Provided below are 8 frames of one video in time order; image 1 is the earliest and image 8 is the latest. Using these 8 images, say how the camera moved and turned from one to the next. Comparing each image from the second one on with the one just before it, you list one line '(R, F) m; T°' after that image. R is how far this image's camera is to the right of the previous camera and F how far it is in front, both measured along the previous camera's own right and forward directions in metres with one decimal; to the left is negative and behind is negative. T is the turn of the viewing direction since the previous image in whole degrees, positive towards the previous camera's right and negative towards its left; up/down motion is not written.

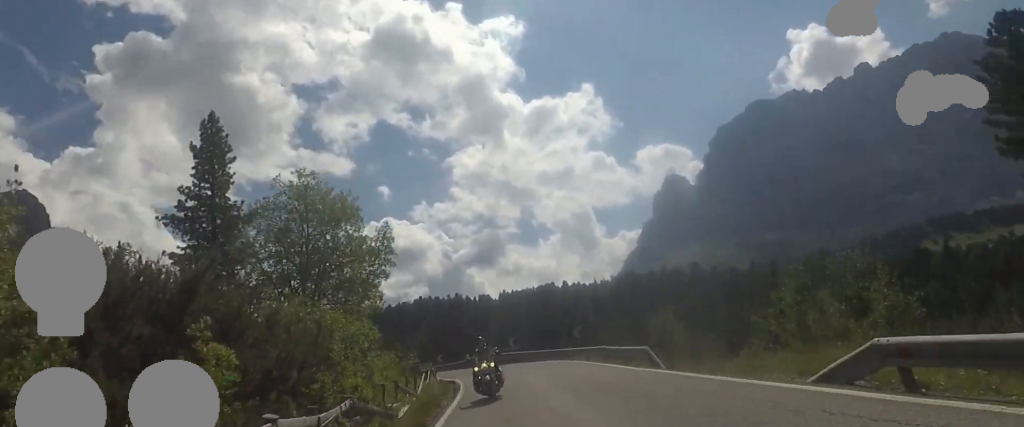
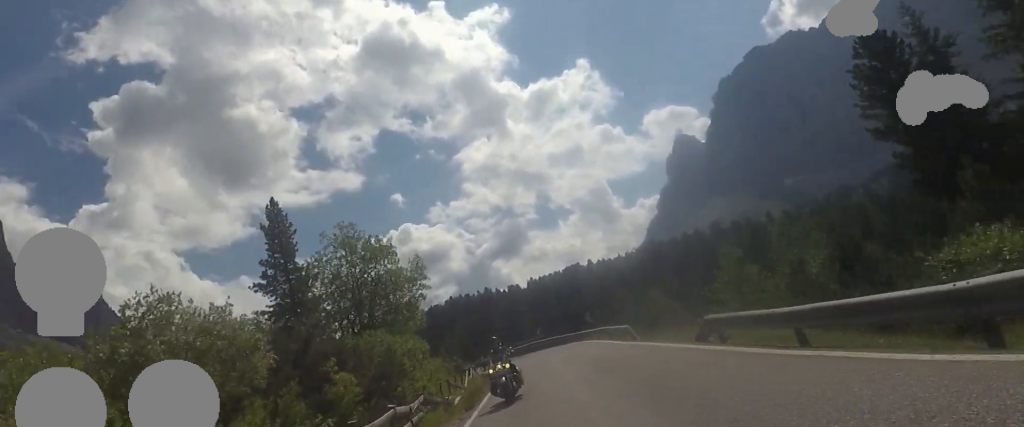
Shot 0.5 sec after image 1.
(+0.4, +6.1) m; -3°
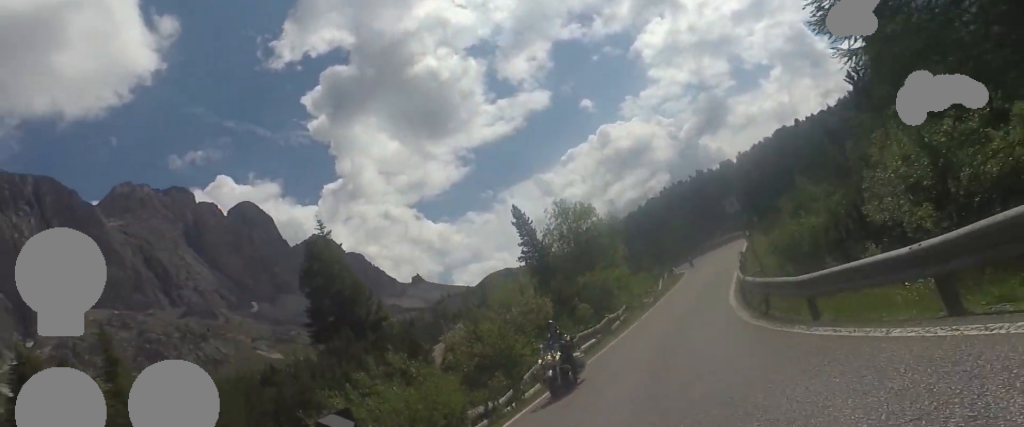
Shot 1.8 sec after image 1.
(-2.8, +16.2) m; -21°
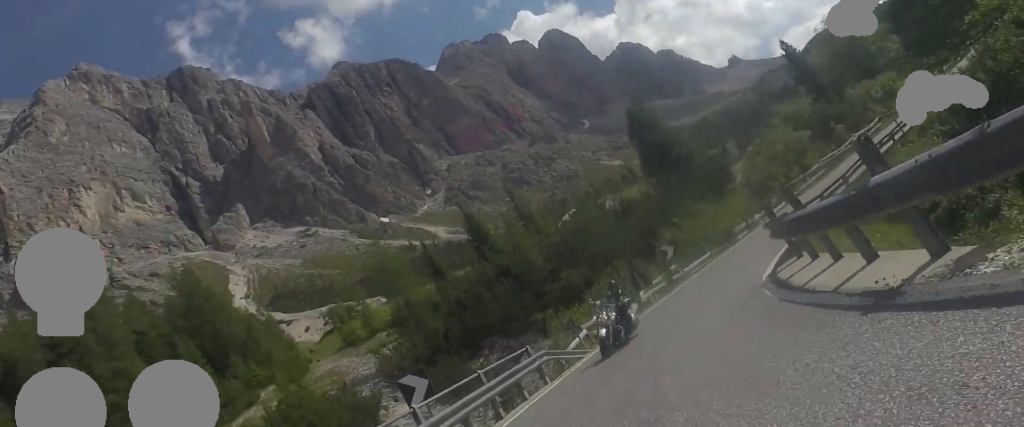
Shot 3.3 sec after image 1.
(-4.1, +16.2) m; -28°
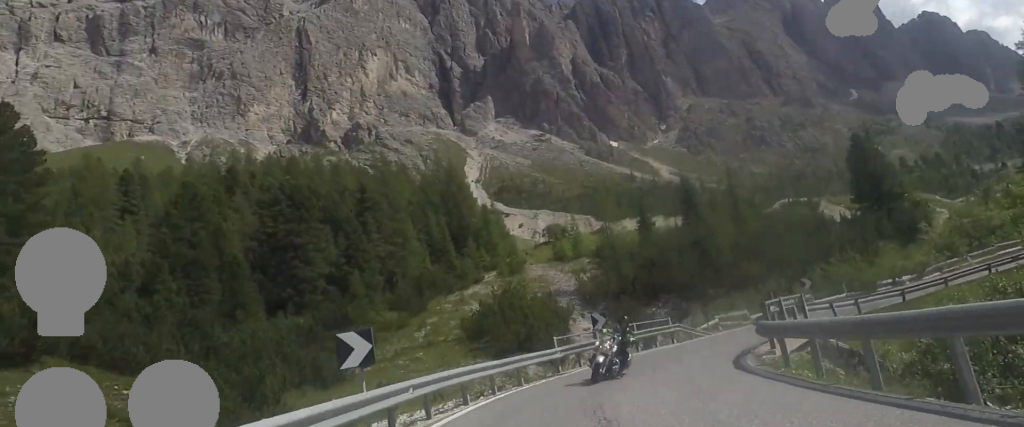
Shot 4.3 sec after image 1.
(-1.7, +11.3) m; -11°
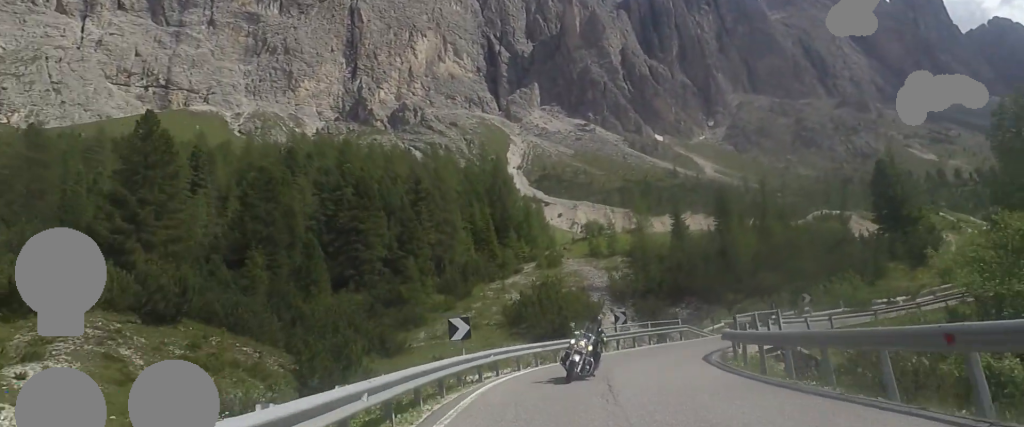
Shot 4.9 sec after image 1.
(-0.2, +6.3) m; -4°
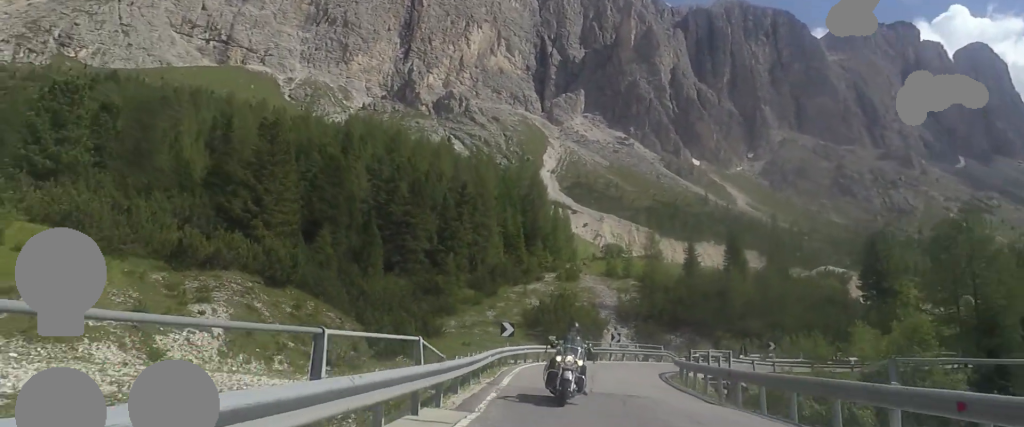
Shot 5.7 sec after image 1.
(-0.2, +10.0) m; -3°
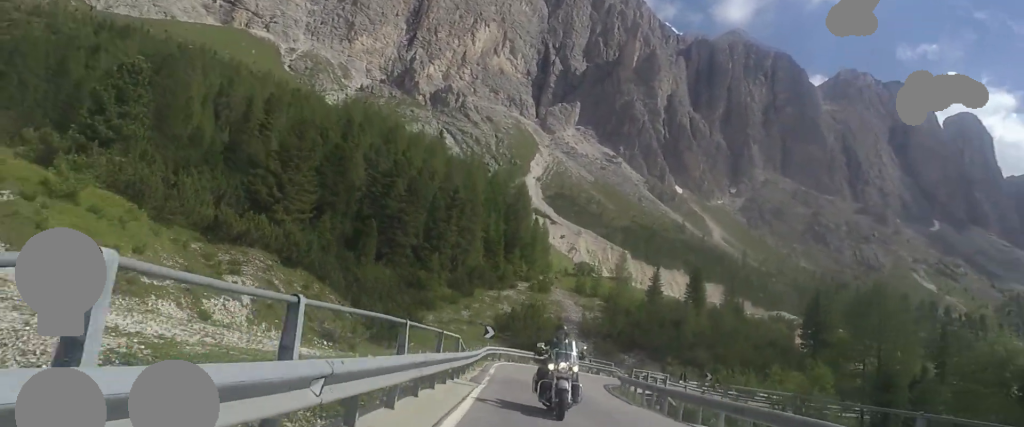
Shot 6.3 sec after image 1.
(-0.4, +7.0) m; +2°
